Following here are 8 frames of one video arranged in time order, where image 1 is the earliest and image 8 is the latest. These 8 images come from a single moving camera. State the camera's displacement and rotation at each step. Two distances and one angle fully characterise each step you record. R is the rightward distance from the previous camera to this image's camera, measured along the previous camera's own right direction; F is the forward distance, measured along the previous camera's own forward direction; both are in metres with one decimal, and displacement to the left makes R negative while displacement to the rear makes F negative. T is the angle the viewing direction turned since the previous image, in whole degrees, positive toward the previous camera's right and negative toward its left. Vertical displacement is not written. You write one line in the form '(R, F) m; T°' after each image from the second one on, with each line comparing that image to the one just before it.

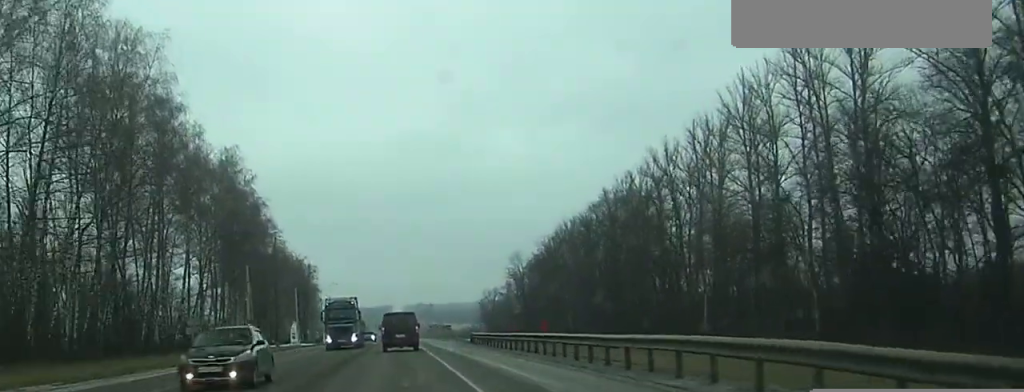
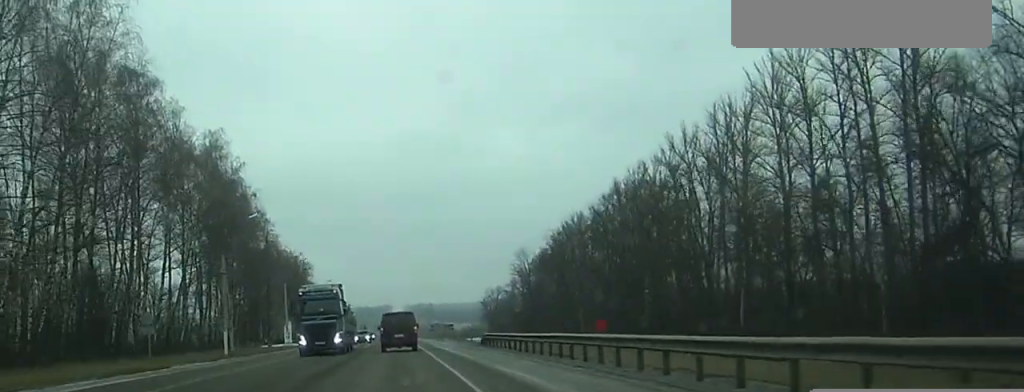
(0.0, +9.2) m; 0°
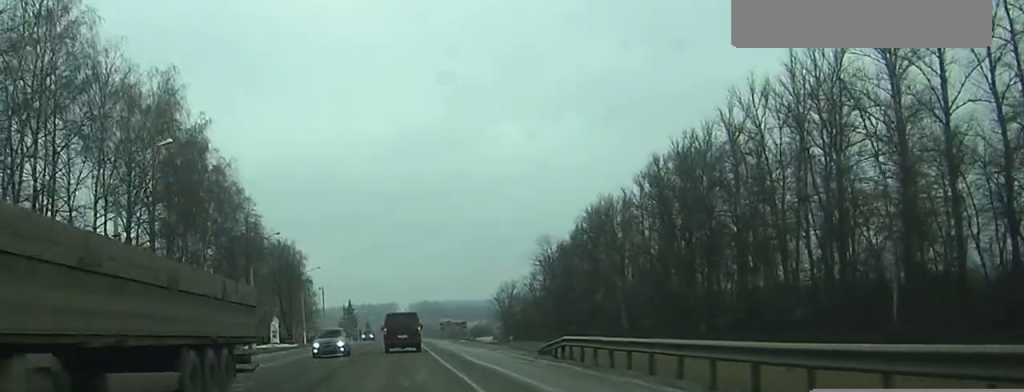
(0.0, +24.3) m; 0°
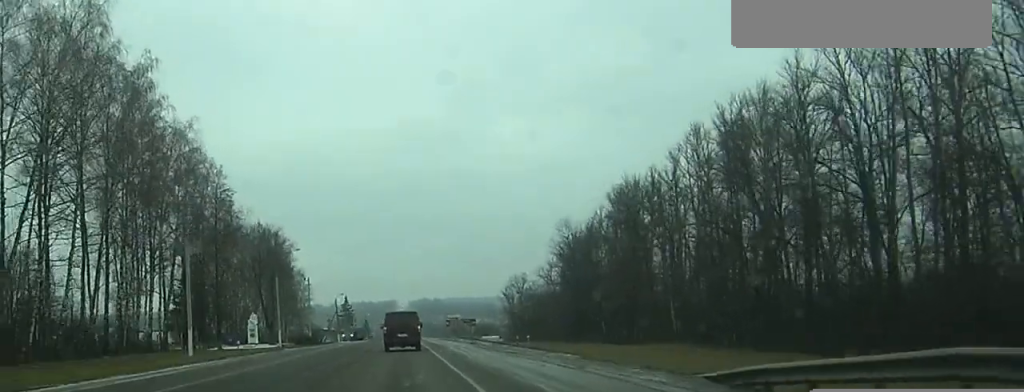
(0.0, +21.3) m; 0°
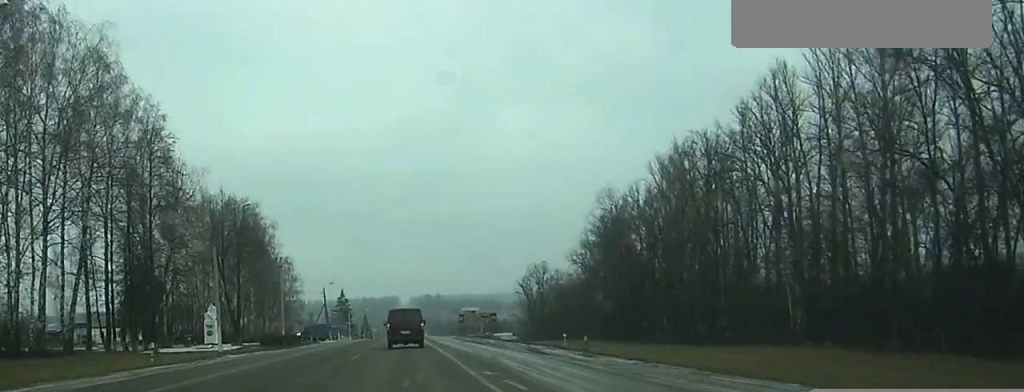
(-0.1, +29.3) m; 0°
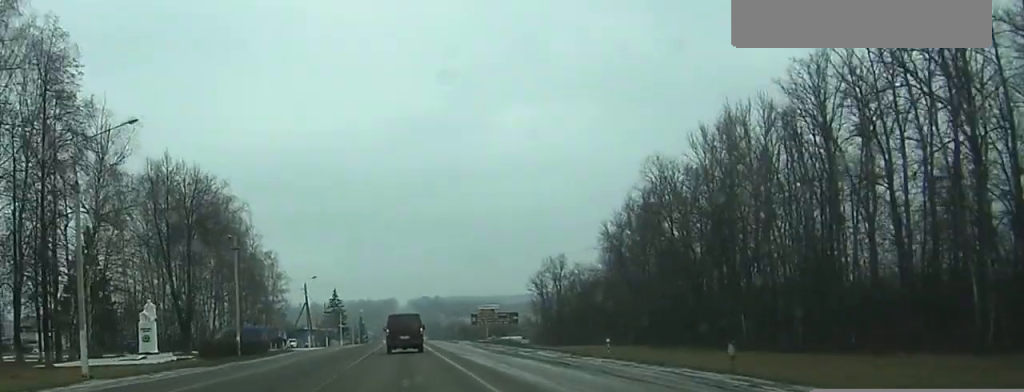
(0.0, +23.9) m; 0°
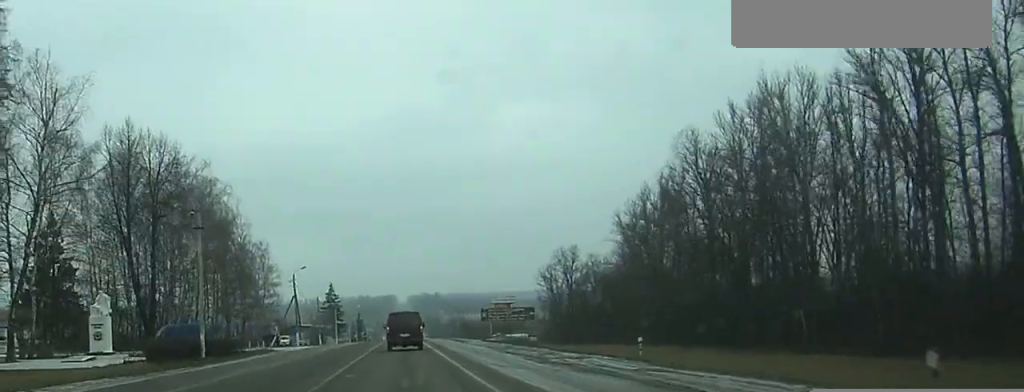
(0.0, +11.8) m; 0°
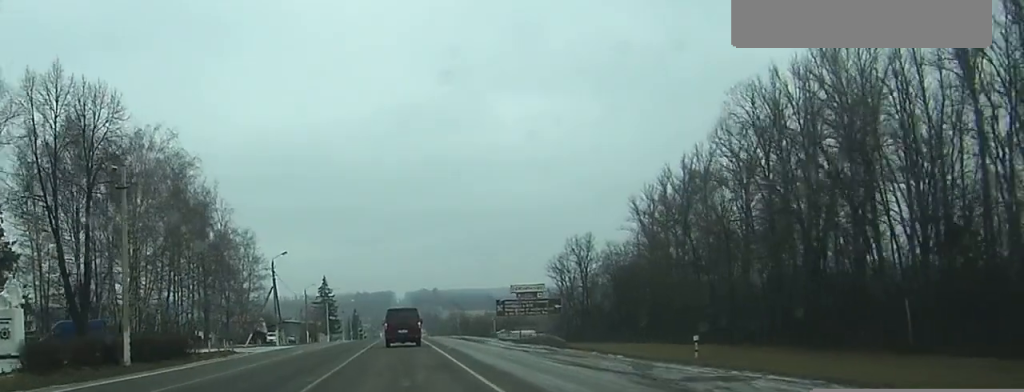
(0.0, +14.8) m; 0°
